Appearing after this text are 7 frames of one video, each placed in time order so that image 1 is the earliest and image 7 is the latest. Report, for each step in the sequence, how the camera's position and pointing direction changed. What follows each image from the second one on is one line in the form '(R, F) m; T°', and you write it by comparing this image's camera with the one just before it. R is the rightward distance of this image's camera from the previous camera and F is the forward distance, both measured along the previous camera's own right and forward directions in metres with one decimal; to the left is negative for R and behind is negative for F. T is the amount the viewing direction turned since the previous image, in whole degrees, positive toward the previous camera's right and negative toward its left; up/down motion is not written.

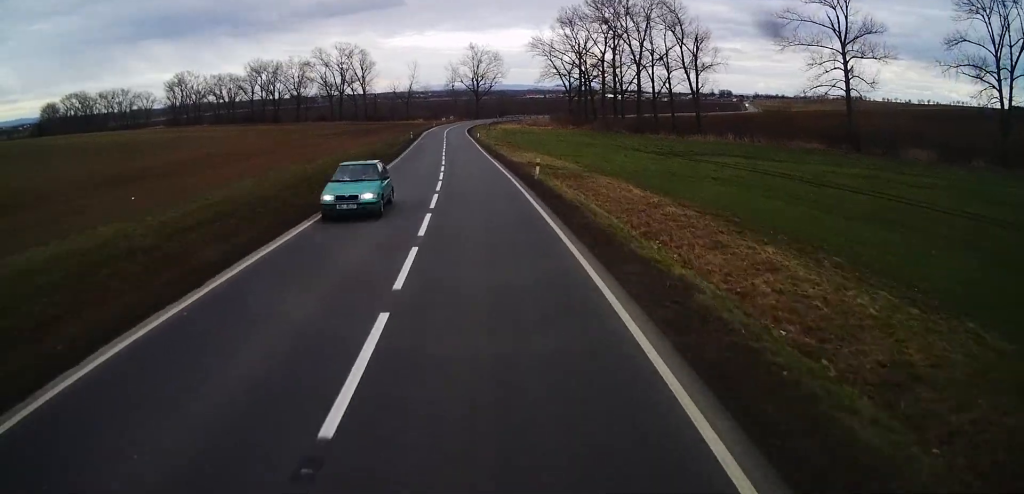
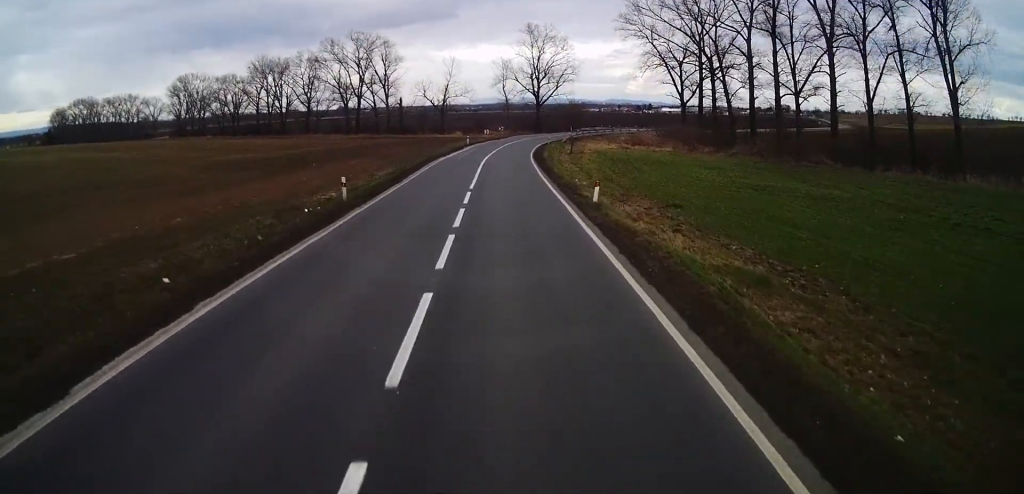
(-5.0, +57.1) m; -7°
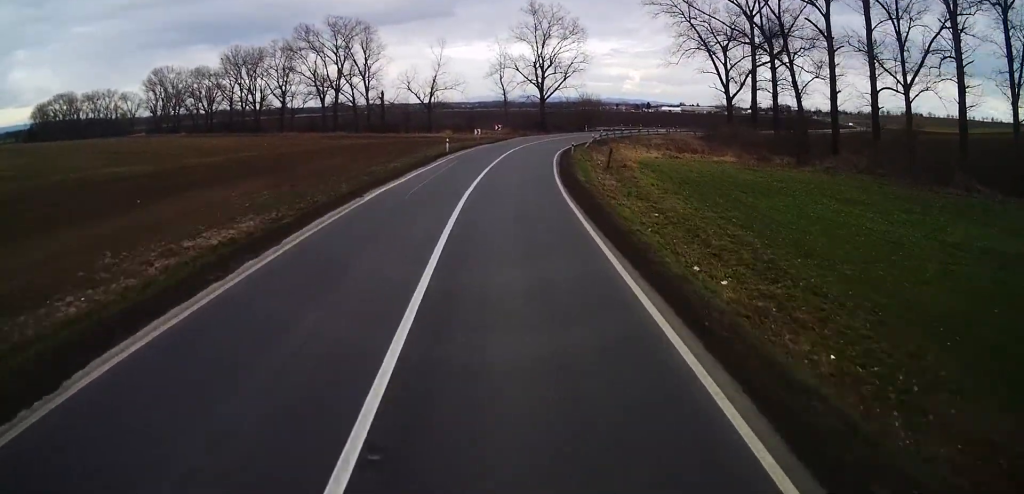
(-0.5, +24.2) m; 0°
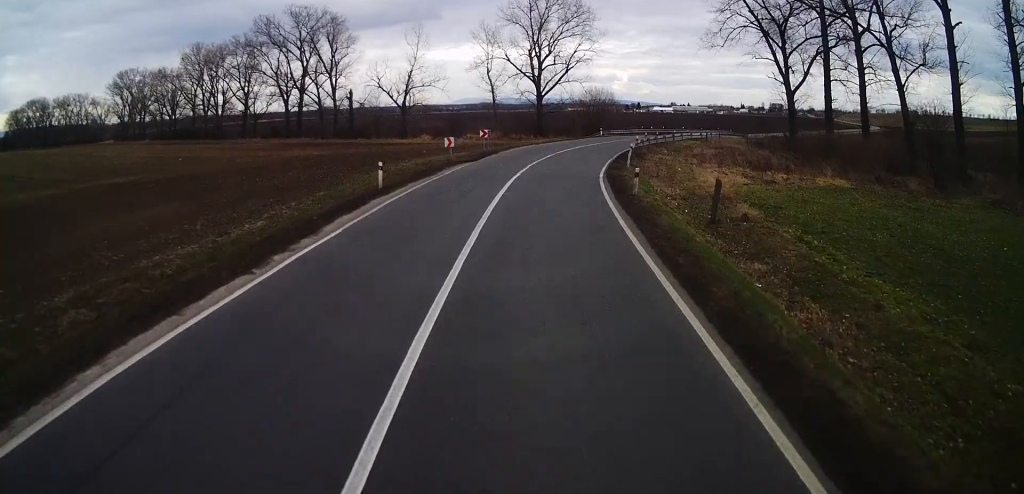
(+0.4, +23.2) m; 0°
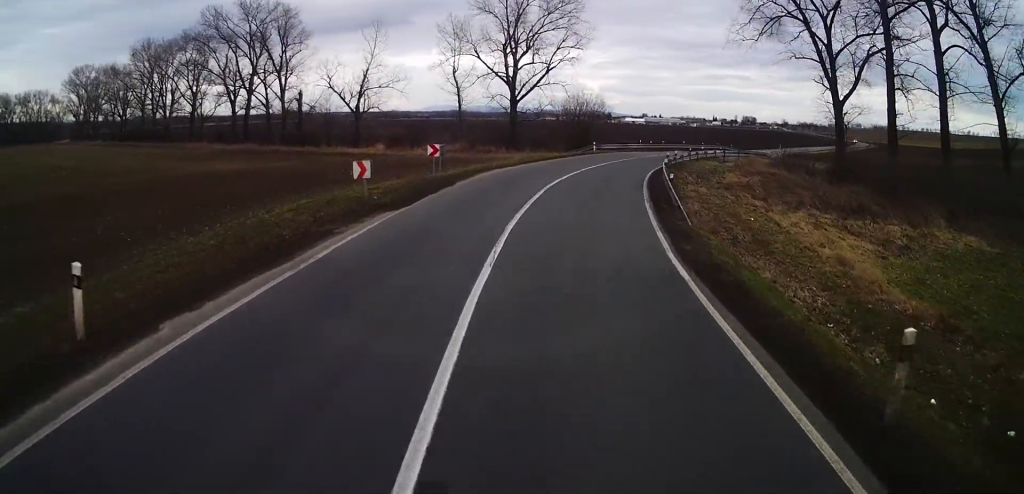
(-0.5, +16.6) m; +3°
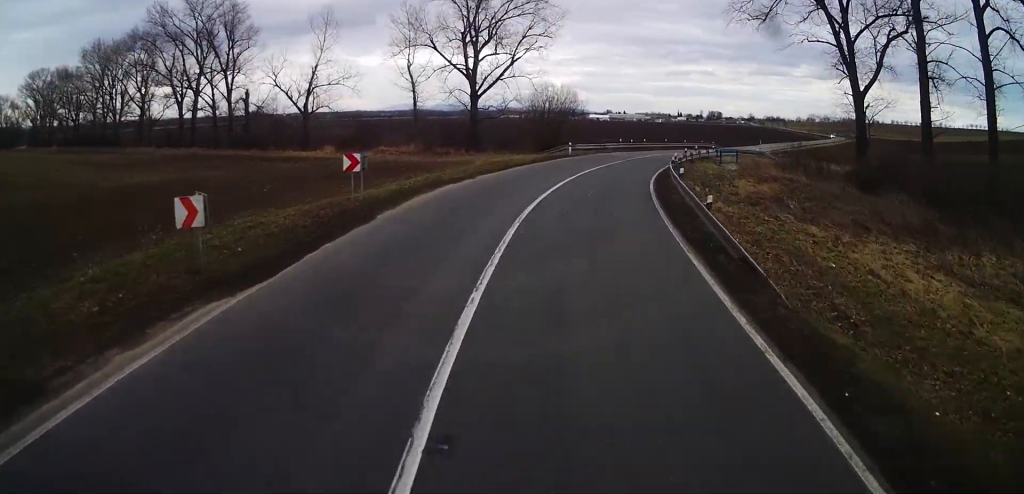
(+0.6, +9.2) m; +3°
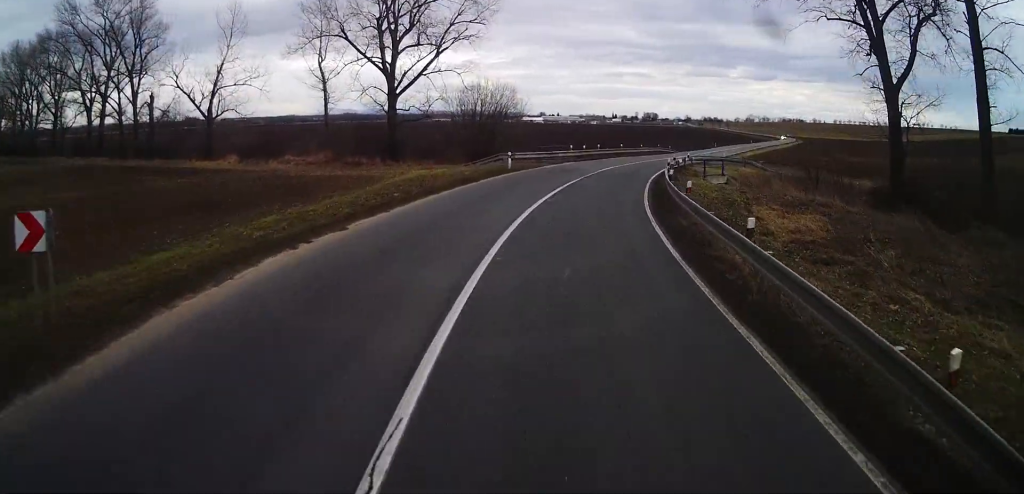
(+0.7, +12.3) m; +3°
